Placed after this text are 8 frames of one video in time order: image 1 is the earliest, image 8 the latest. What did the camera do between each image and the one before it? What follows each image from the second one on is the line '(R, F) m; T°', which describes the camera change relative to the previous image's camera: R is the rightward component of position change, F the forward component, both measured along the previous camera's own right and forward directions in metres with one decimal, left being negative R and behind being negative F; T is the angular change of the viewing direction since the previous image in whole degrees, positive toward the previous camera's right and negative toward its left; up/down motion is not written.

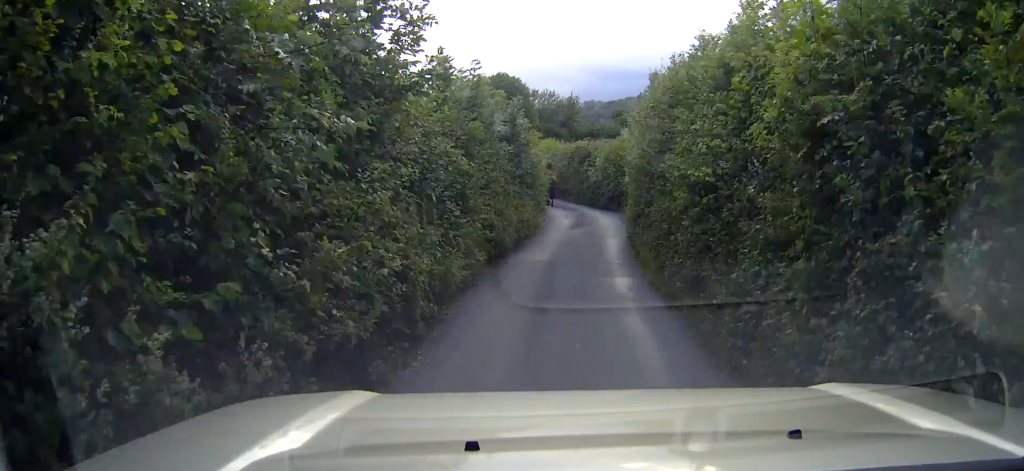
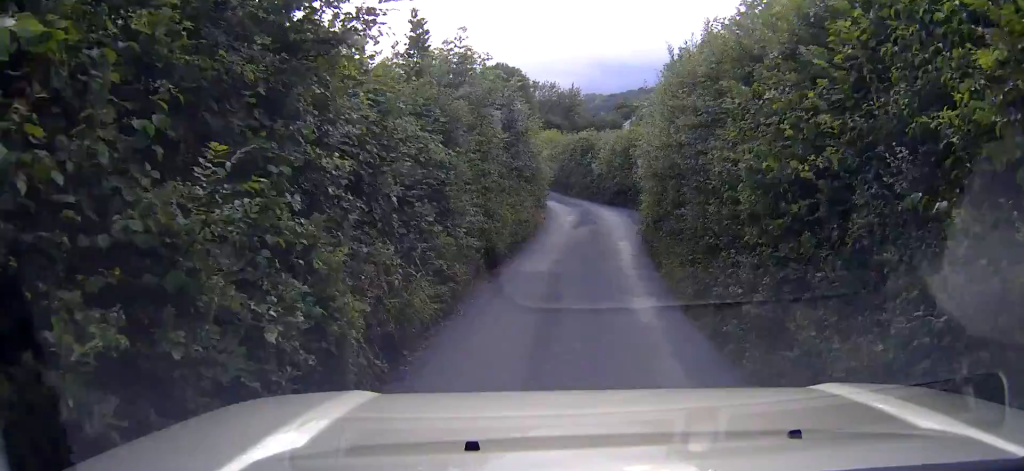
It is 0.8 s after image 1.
(0.0, +2.5) m; +1°
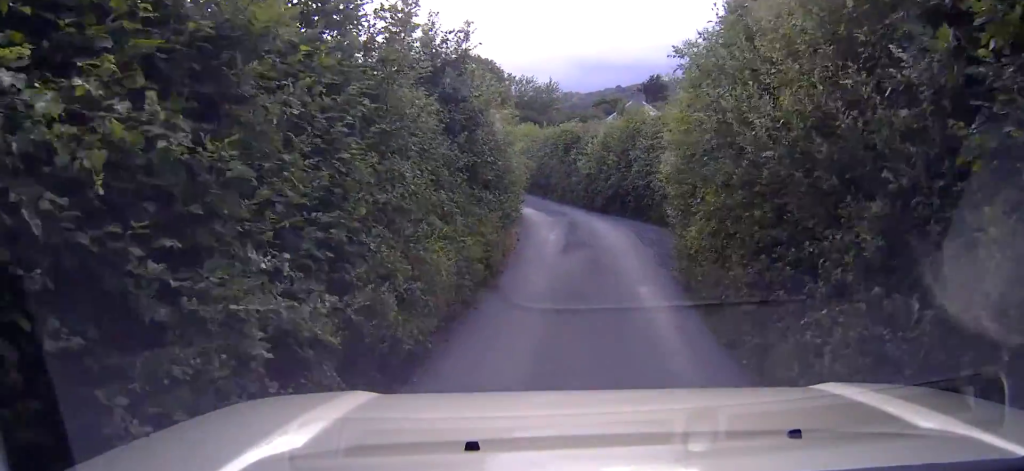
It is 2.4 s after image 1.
(+0.1, +6.7) m; +2°
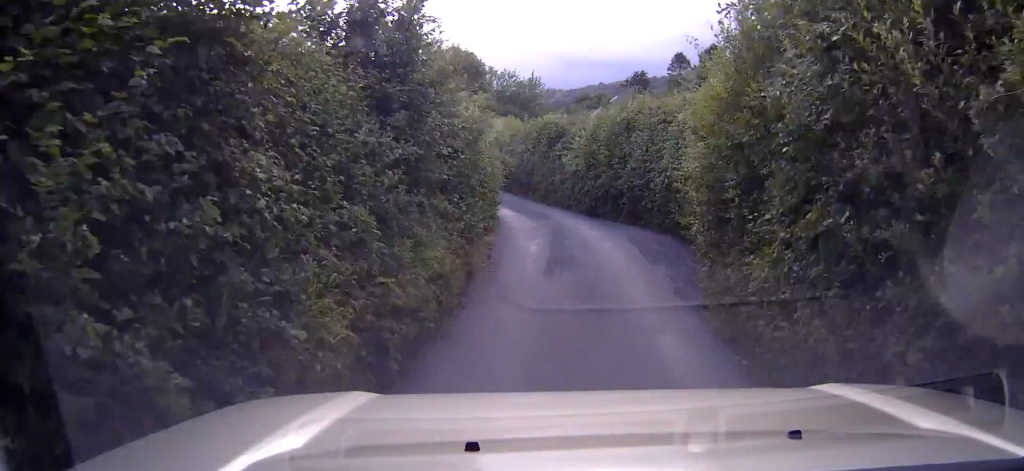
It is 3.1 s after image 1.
(0.0, +3.2) m; +1°
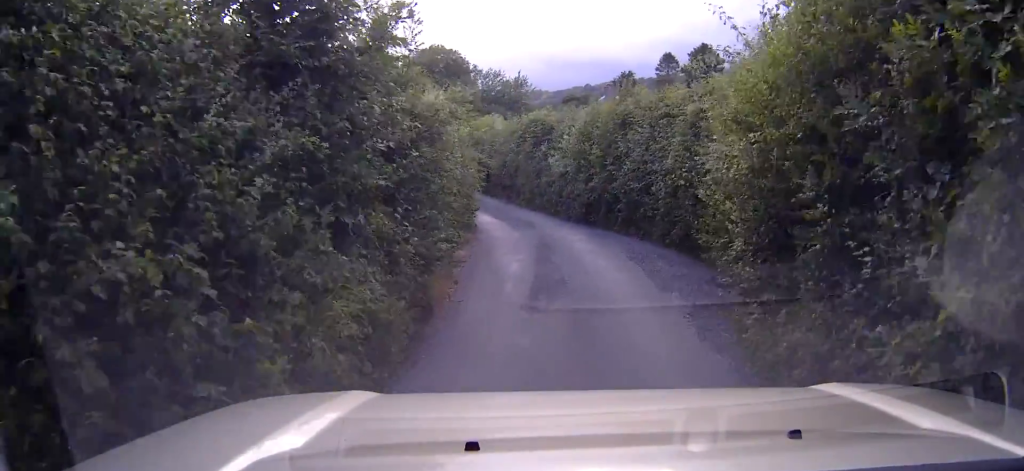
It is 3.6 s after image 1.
(+0.1, +2.5) m; +1°
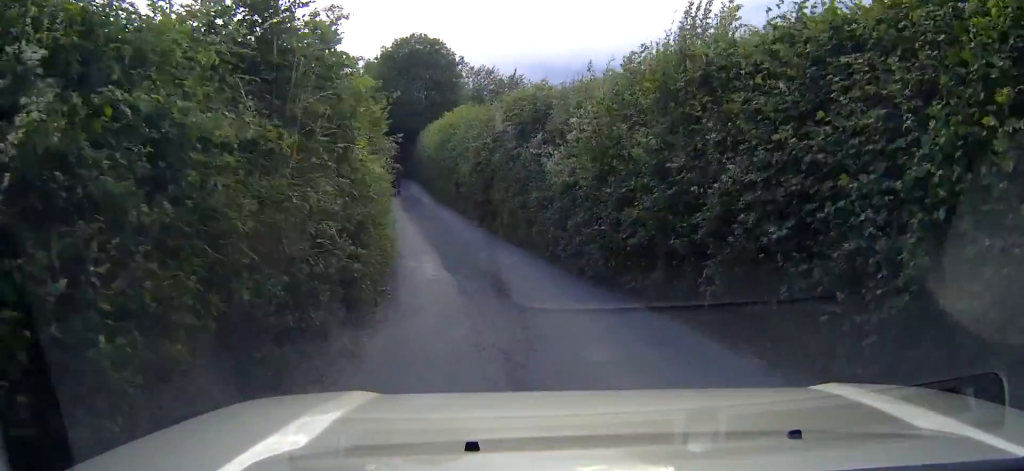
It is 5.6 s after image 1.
(-0.4, +9.3) m; -6°
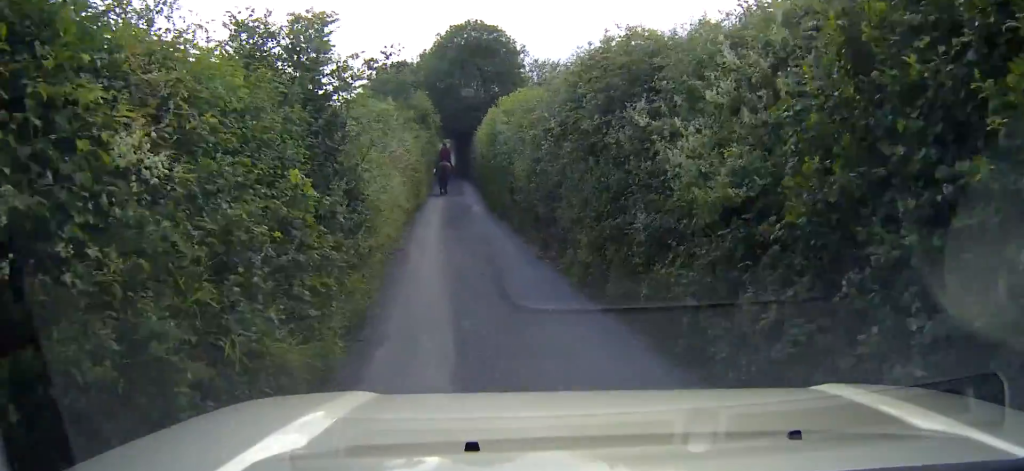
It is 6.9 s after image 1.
(-0.3, +5.9) m; -6°
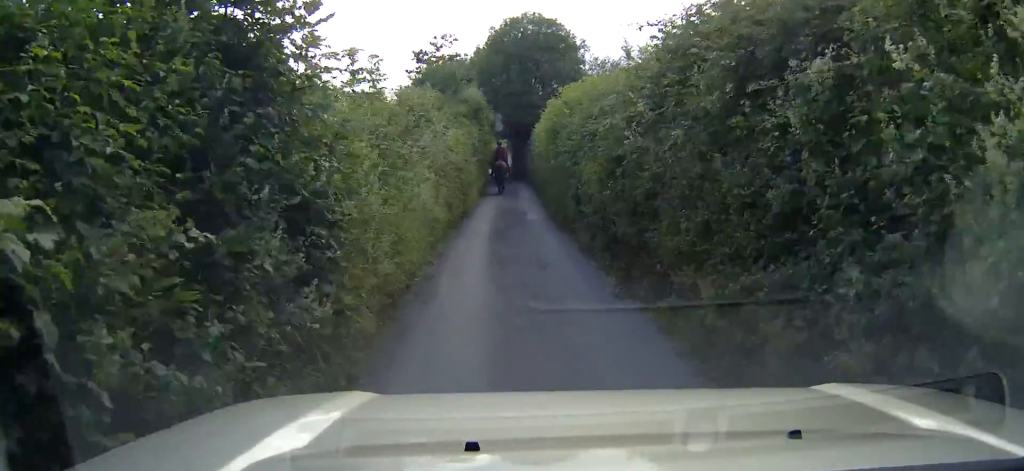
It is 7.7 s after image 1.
(-0.1, +3.3) m; -2°
